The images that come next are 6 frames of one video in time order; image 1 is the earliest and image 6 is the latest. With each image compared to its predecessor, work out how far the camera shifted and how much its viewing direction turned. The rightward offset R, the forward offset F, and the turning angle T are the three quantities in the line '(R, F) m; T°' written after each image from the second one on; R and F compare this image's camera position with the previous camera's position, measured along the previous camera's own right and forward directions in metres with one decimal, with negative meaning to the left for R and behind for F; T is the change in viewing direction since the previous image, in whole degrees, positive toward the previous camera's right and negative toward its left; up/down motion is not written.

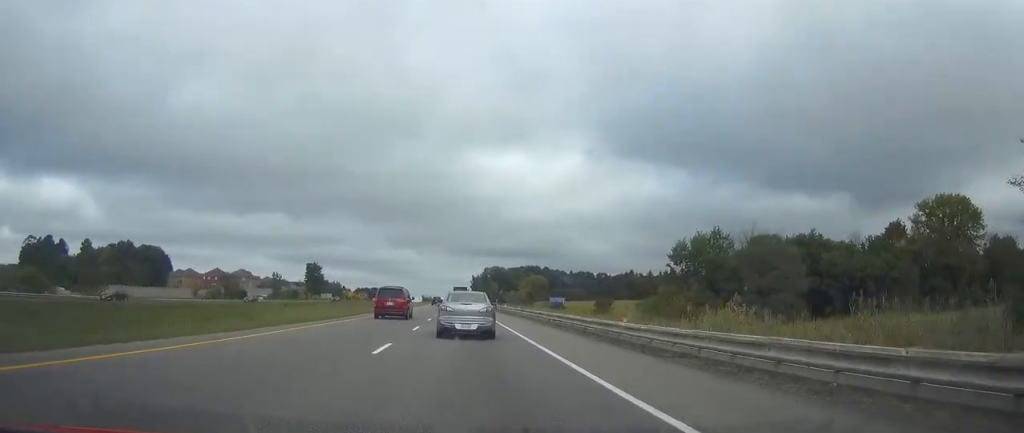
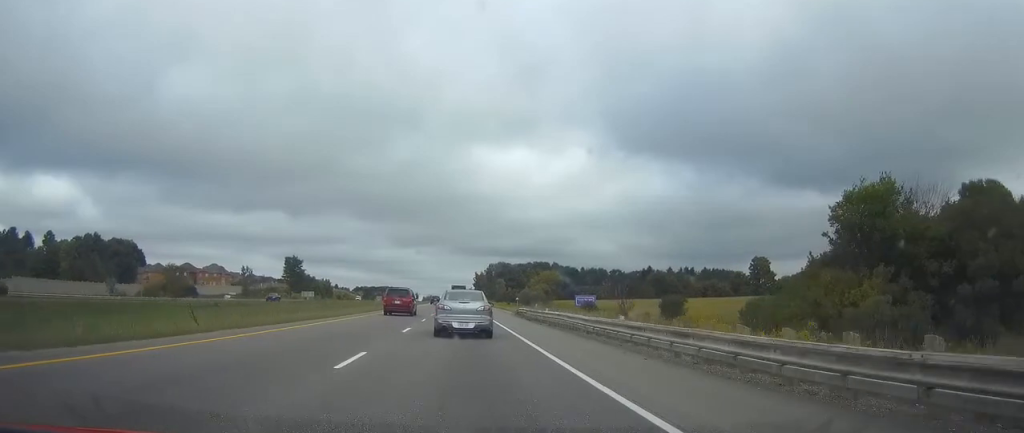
(-0.2, +38.8) m; -1°
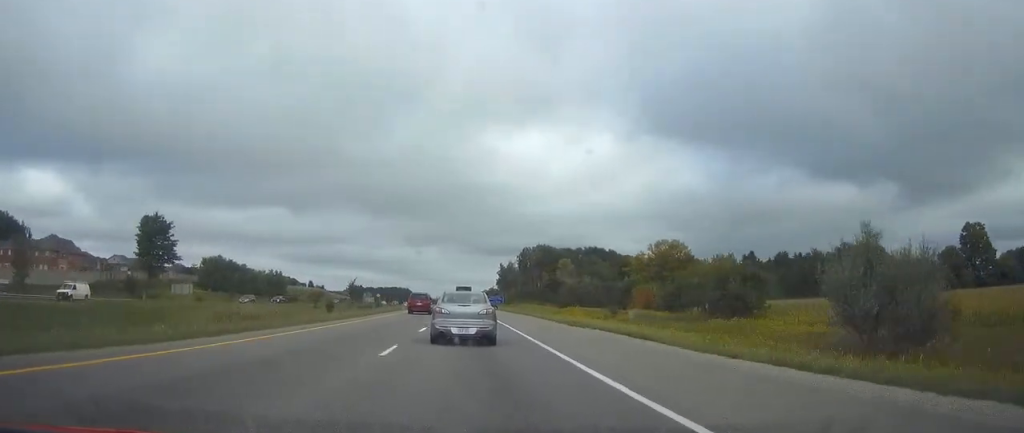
(-1.4, +129.6) m; -1°
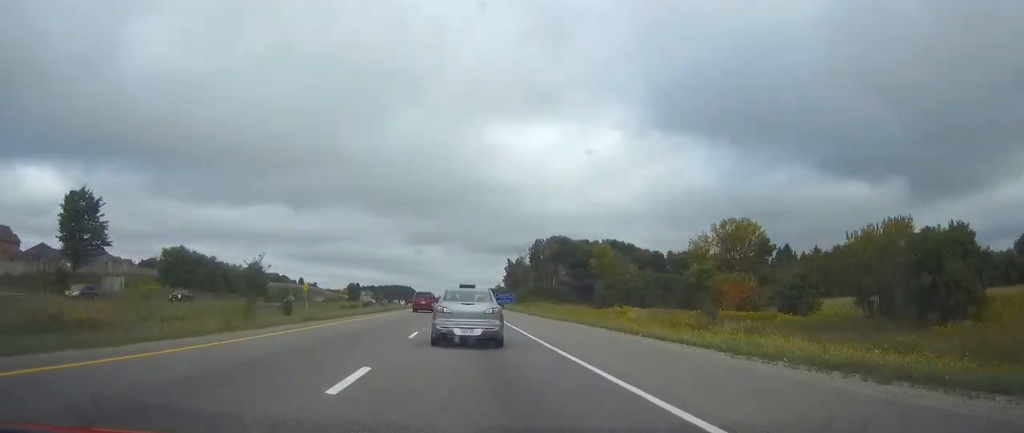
(0.0, +29.7) m; 0°
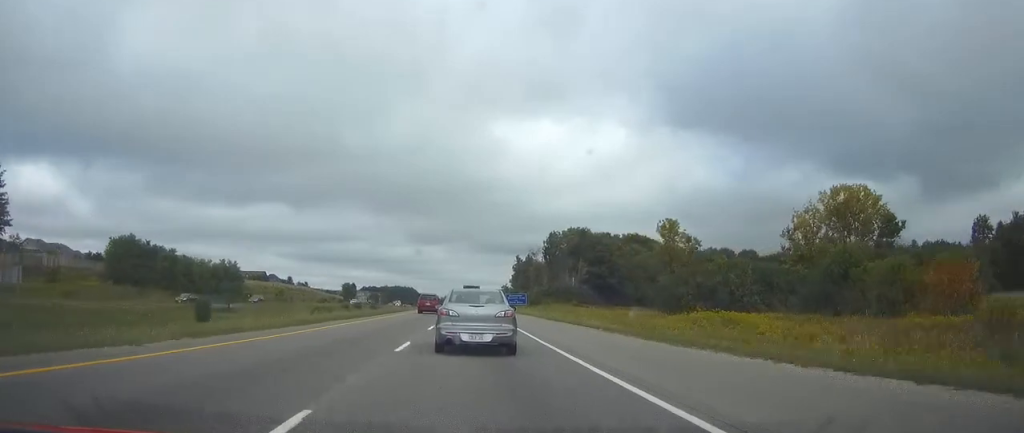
(-0.1, +28.8) m; 0°
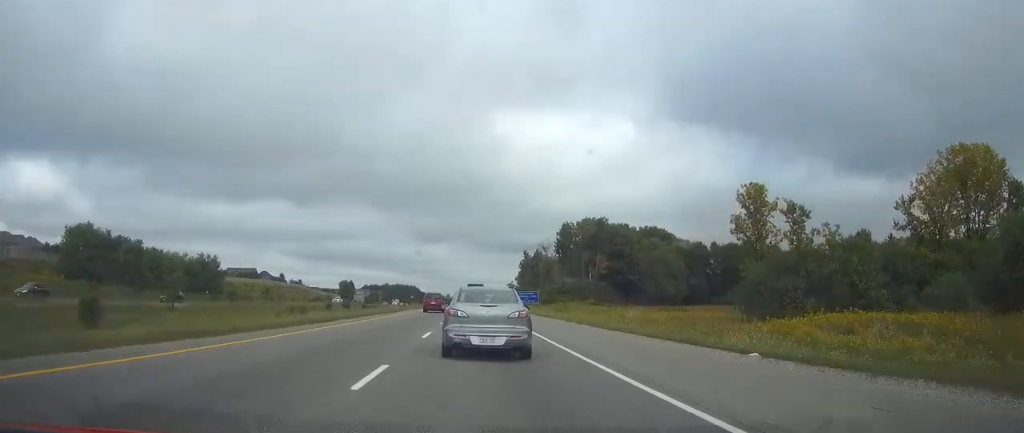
(0.0, +19.0) m; 0°
